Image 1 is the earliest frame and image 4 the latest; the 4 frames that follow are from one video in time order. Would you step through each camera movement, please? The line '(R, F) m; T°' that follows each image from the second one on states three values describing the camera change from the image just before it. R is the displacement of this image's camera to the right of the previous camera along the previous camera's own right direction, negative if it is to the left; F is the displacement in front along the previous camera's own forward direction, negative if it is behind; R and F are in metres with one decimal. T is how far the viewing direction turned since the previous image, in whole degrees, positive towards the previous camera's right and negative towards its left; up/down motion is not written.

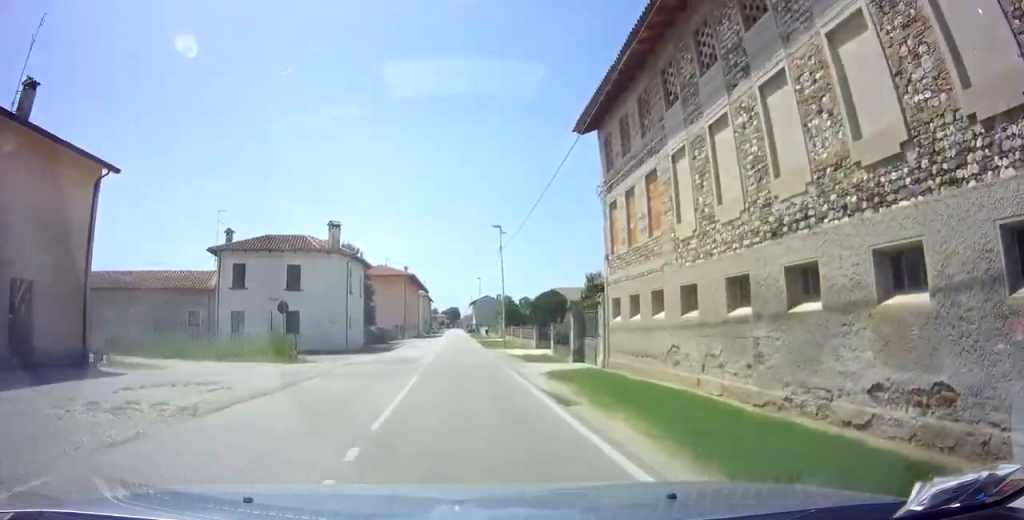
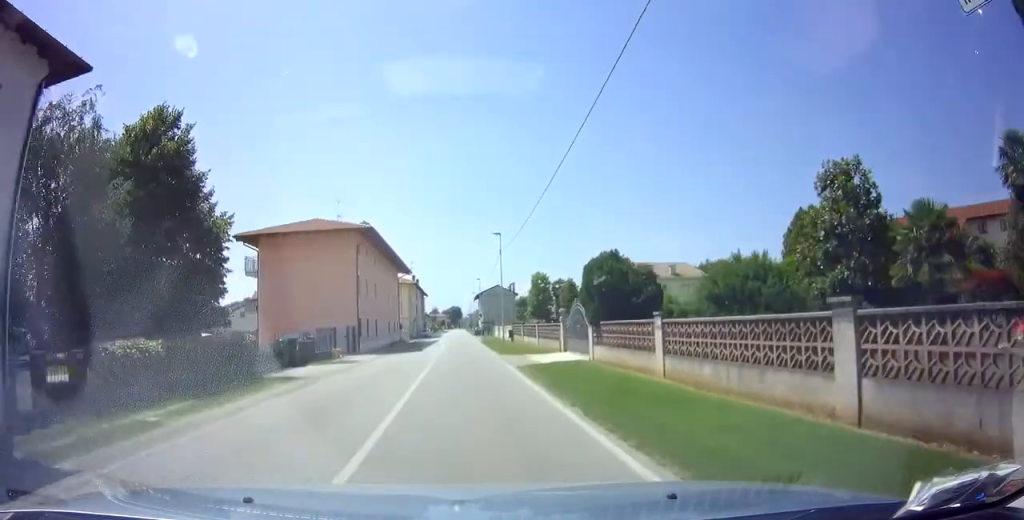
(-0.4, +34.9) m; -2°
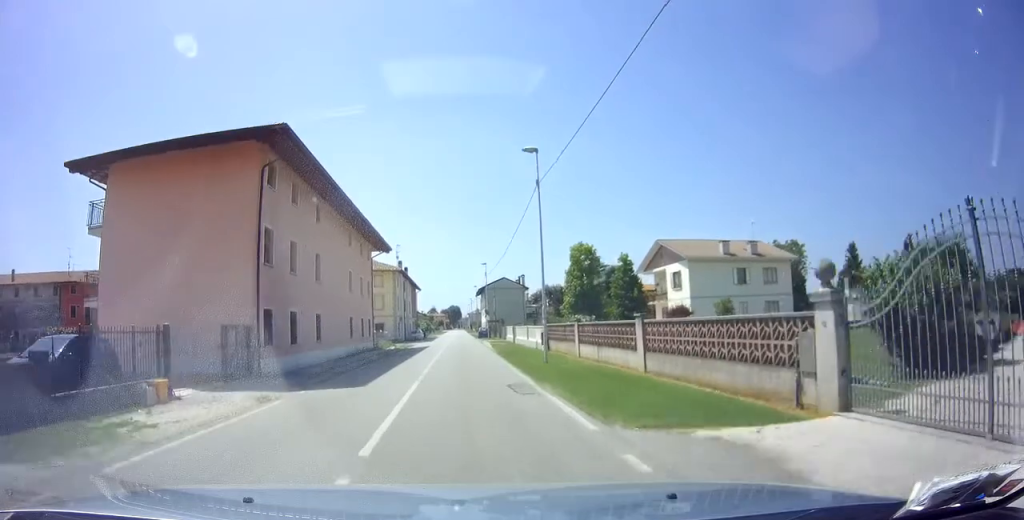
(+0.1, +18.7) m; +1°
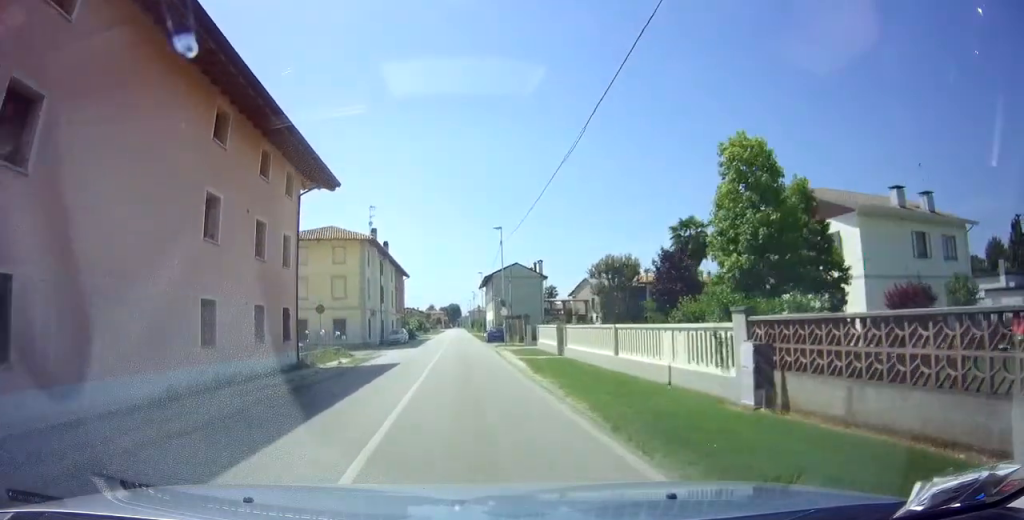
(-0.1, +21.3) m; -1°
